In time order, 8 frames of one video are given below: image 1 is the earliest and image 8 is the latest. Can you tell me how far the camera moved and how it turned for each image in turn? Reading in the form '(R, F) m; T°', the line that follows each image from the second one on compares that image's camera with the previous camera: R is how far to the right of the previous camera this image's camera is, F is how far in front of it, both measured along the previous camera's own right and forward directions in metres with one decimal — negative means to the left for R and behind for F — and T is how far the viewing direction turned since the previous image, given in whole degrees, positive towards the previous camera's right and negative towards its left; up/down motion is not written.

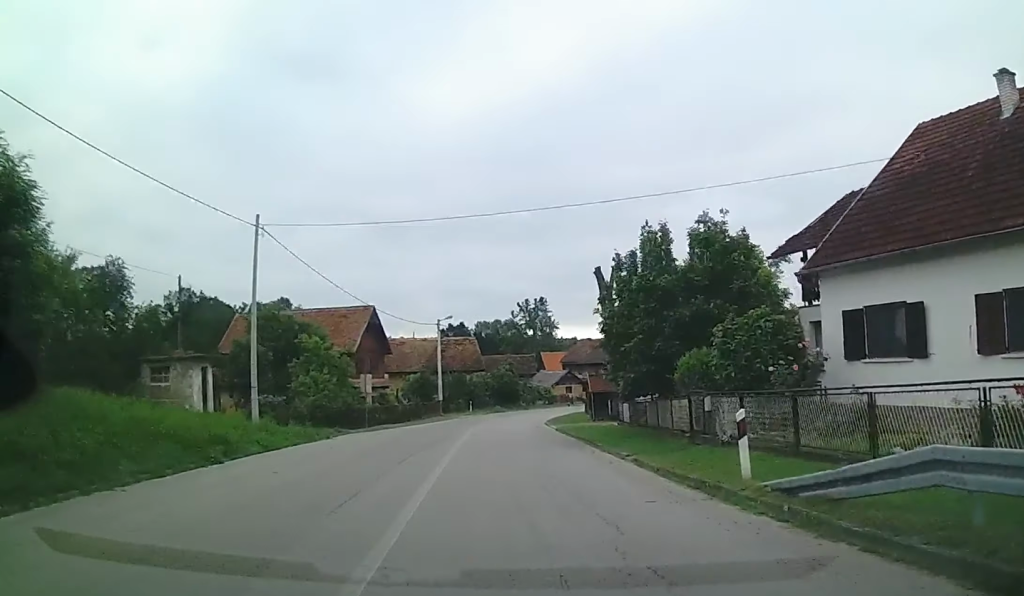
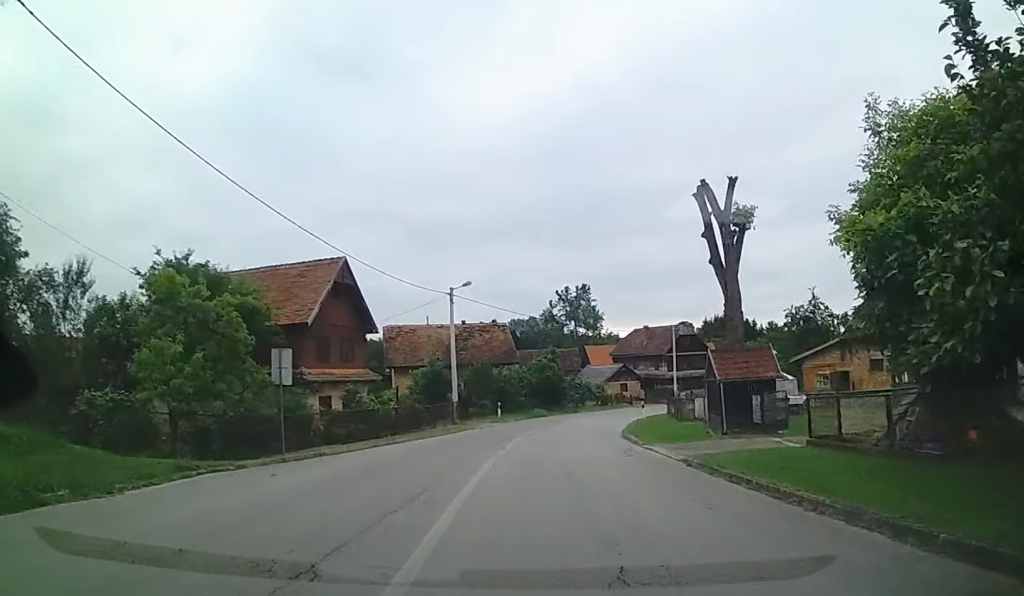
(0.0, +19.6) m; -12°
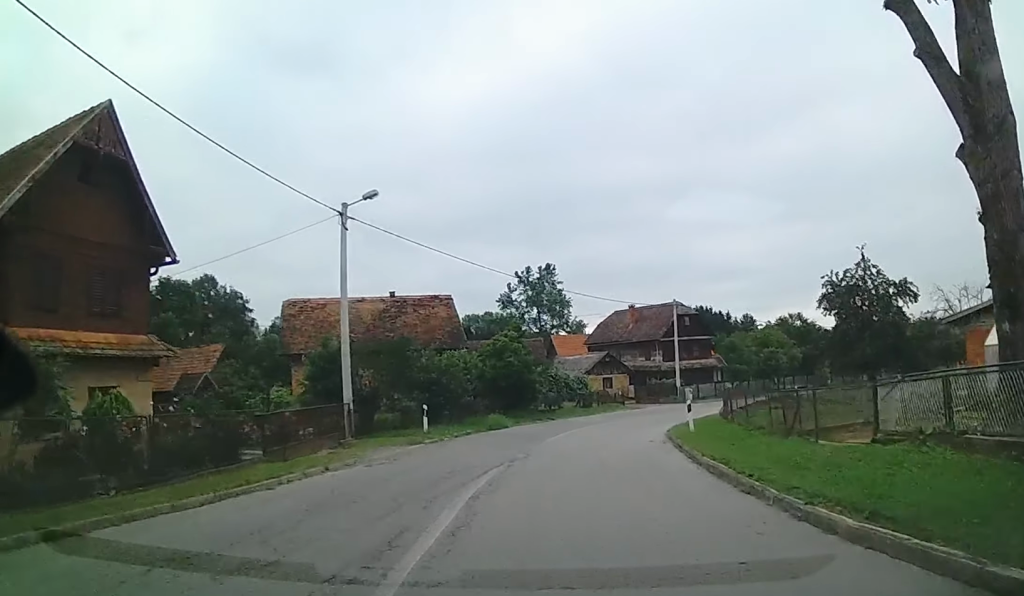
(-5.4, +17.3) m; -22°
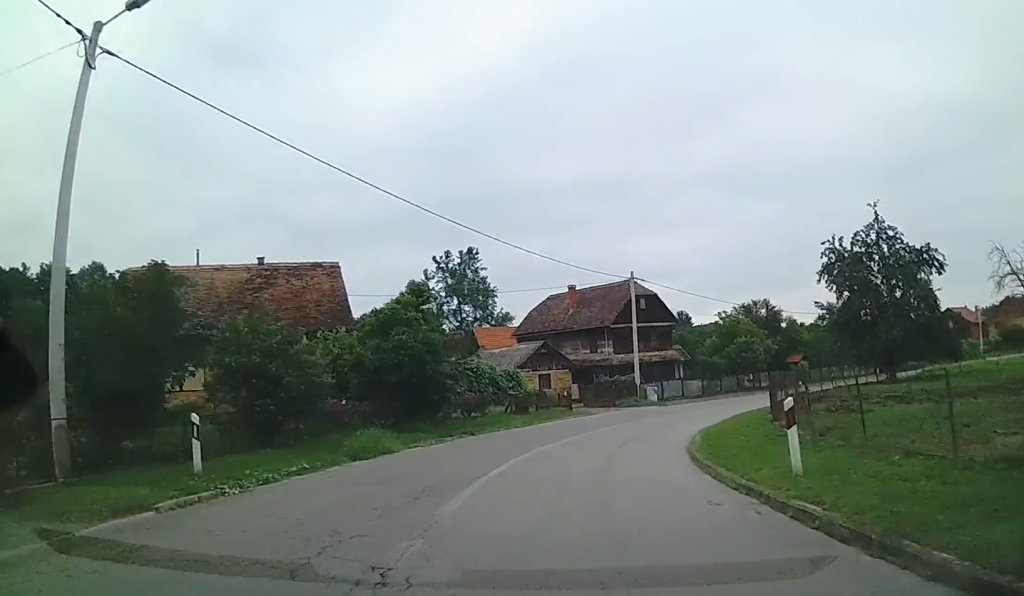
(+0.2, +12.0) m; +3°
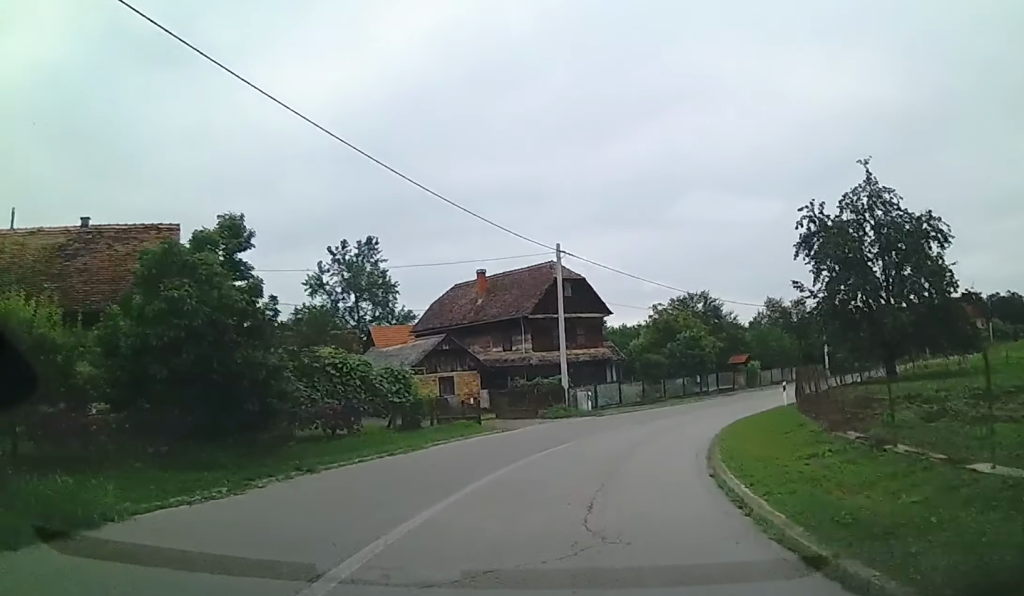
(+0.4, +8.6) m; +11°
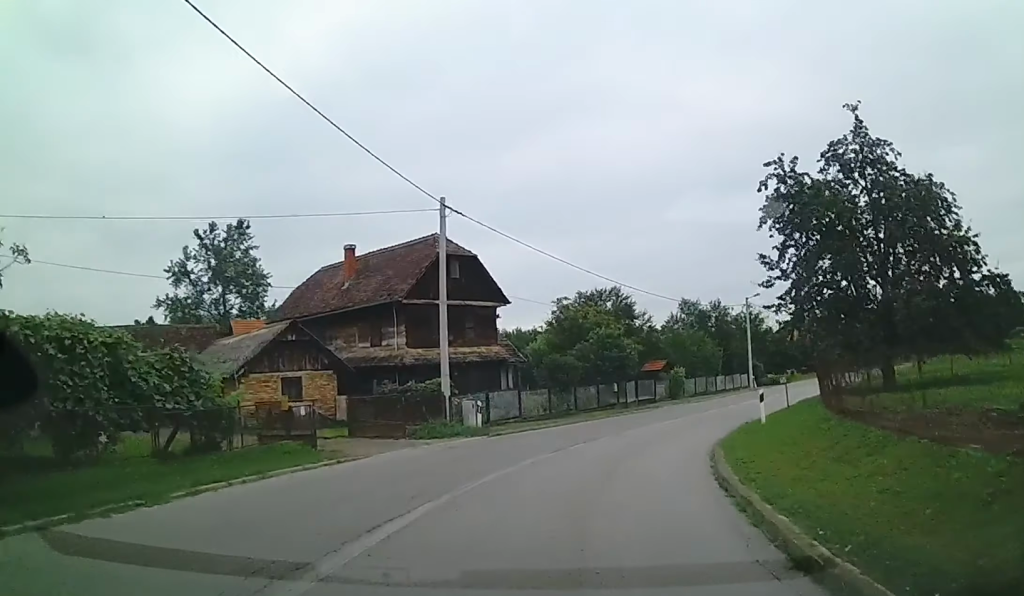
(-0.5, +7.8) m; +16°
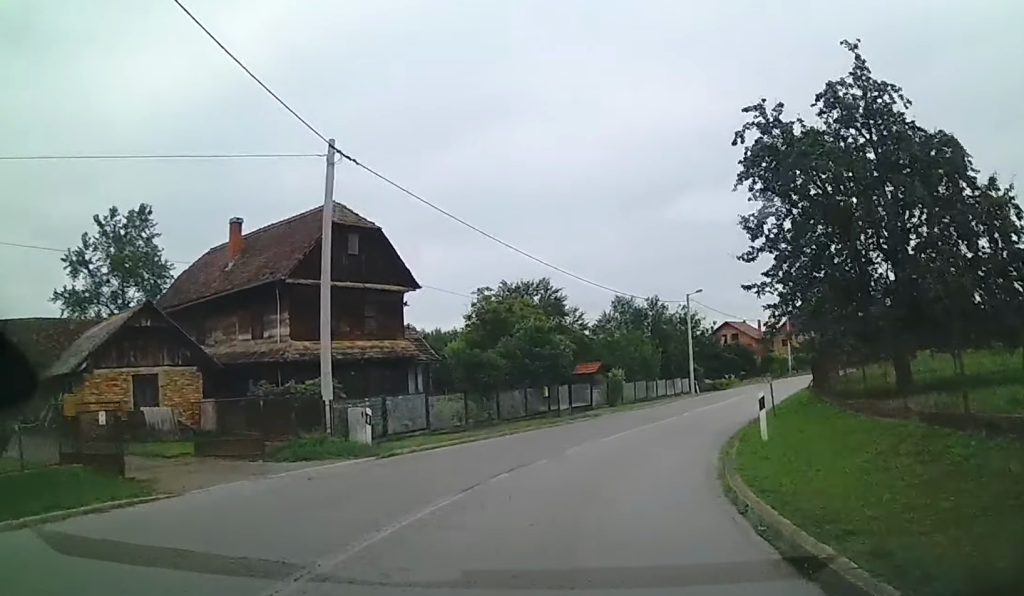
(+1.9, +4.9) m; +11°
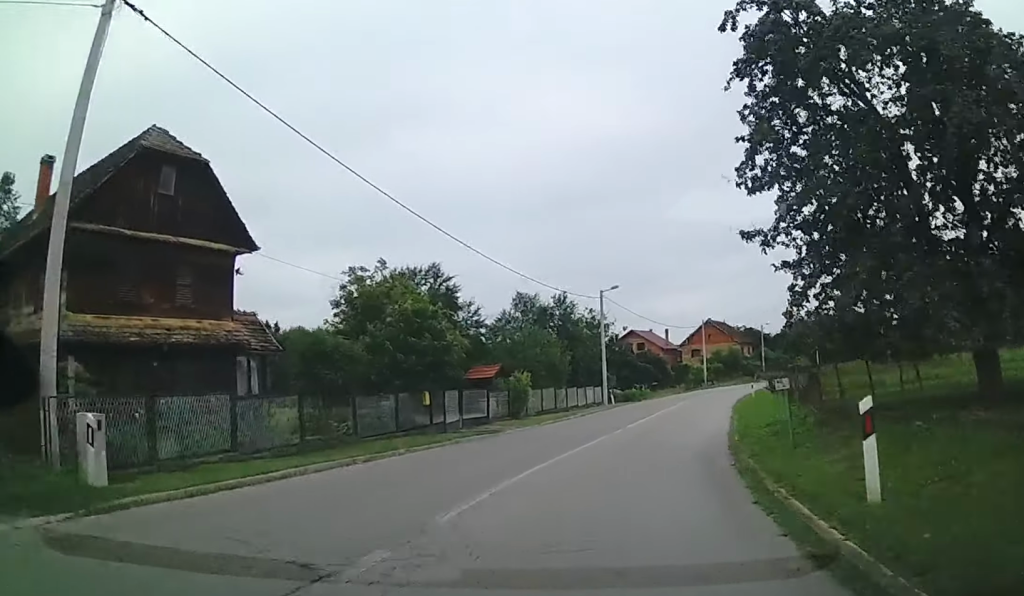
(+1.3, +7.0) m; +11°
